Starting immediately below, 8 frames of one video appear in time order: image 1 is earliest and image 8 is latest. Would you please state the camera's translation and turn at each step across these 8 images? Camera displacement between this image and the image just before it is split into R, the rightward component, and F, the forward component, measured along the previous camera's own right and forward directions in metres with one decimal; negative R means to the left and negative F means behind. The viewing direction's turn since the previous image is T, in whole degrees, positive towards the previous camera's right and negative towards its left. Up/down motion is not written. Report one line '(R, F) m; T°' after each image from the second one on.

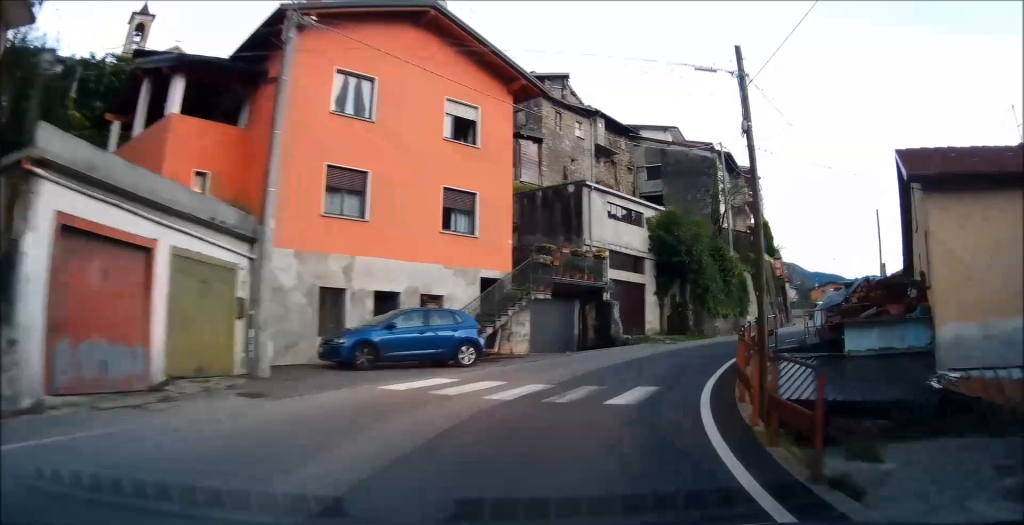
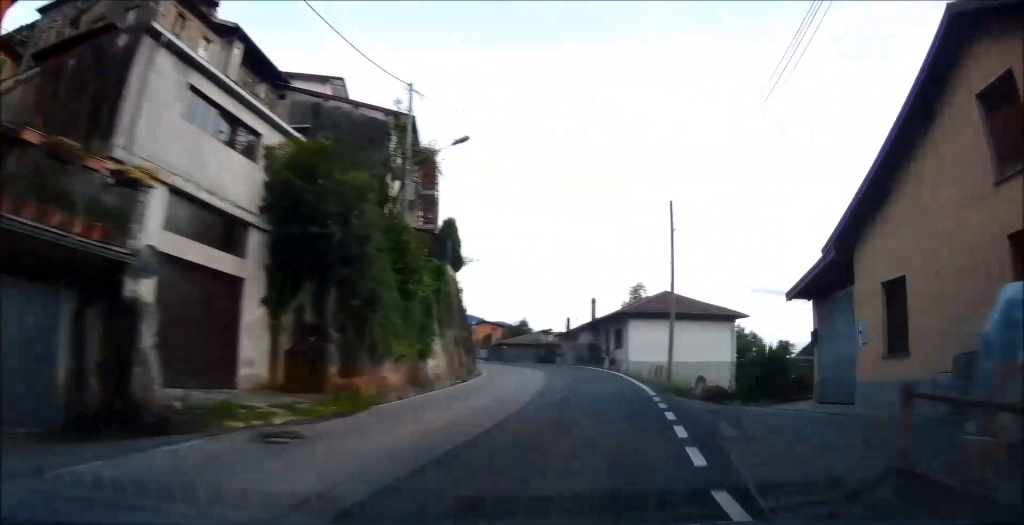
(+2.6, +16.1) m; +20°
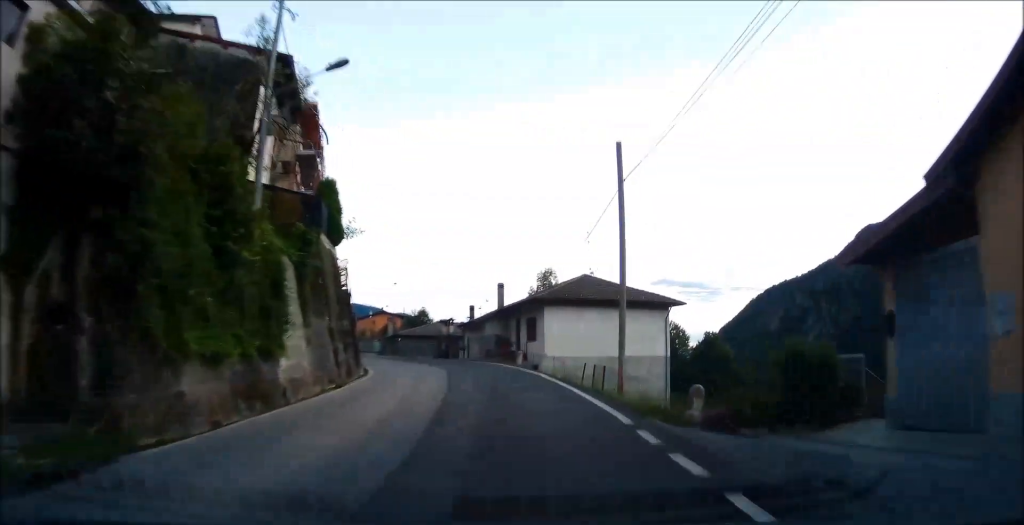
(+0.7, +6.6) m; +5°
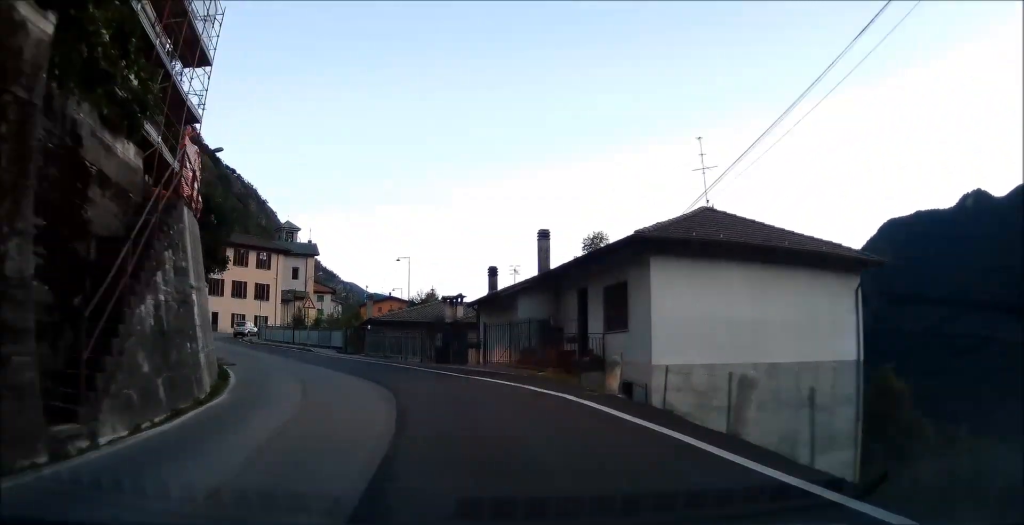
(+1.1, +20.3) m; +1°
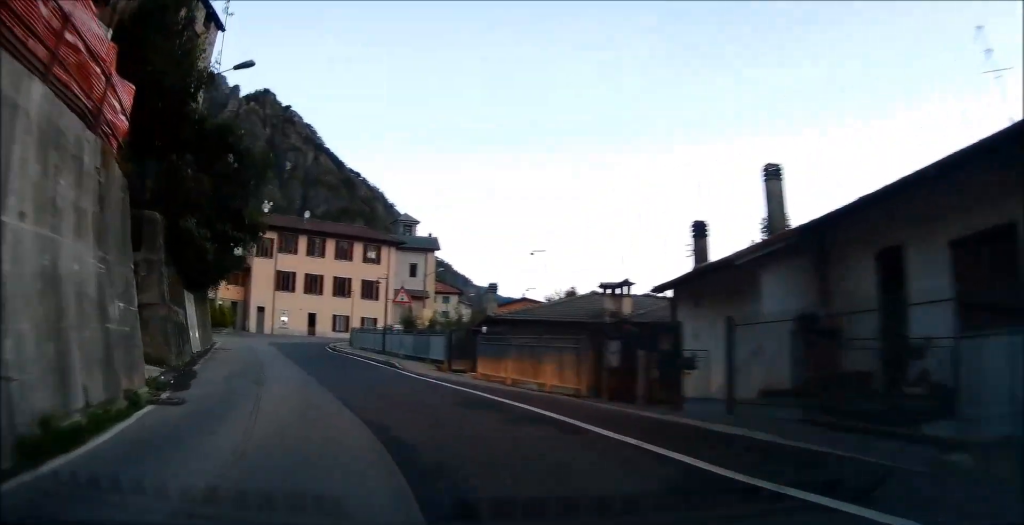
(-0.4, +10.9) m; -7°
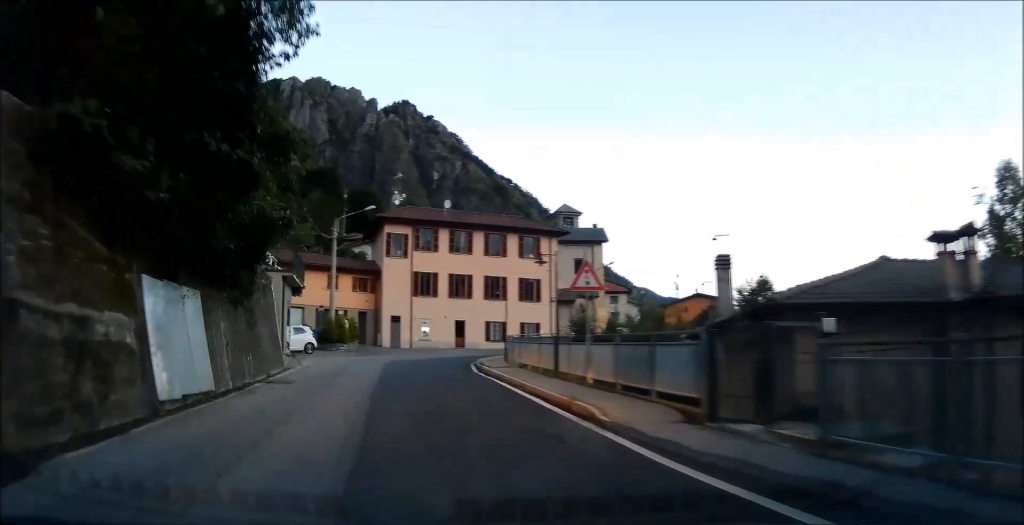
(-1.0, +10.9) m; -10°
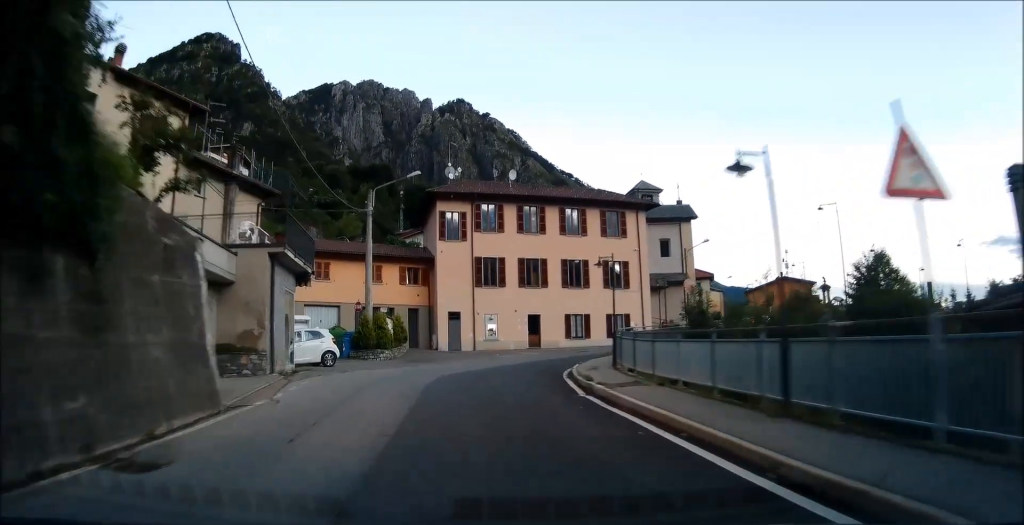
(-0.7, +9.4) m; -6°
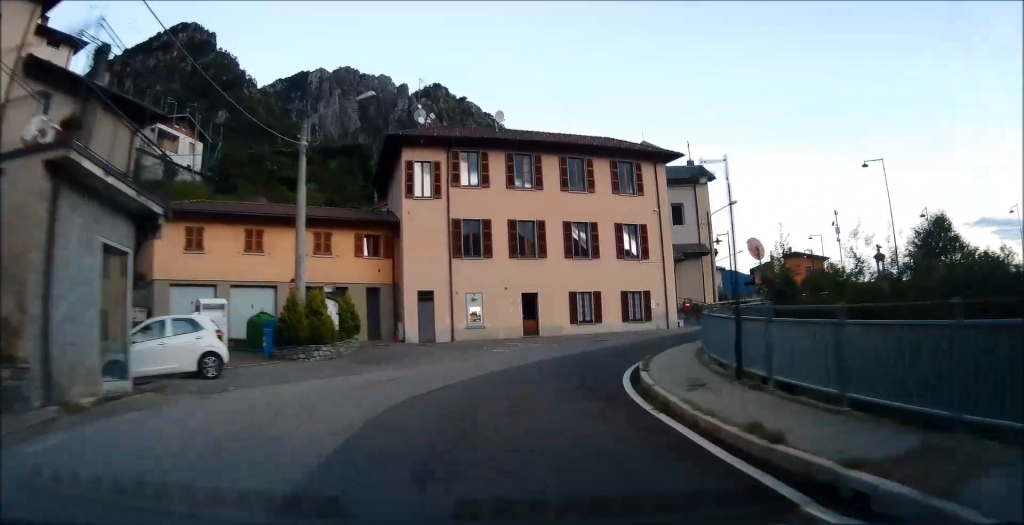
(-0.4, +9.8) m; +1°
